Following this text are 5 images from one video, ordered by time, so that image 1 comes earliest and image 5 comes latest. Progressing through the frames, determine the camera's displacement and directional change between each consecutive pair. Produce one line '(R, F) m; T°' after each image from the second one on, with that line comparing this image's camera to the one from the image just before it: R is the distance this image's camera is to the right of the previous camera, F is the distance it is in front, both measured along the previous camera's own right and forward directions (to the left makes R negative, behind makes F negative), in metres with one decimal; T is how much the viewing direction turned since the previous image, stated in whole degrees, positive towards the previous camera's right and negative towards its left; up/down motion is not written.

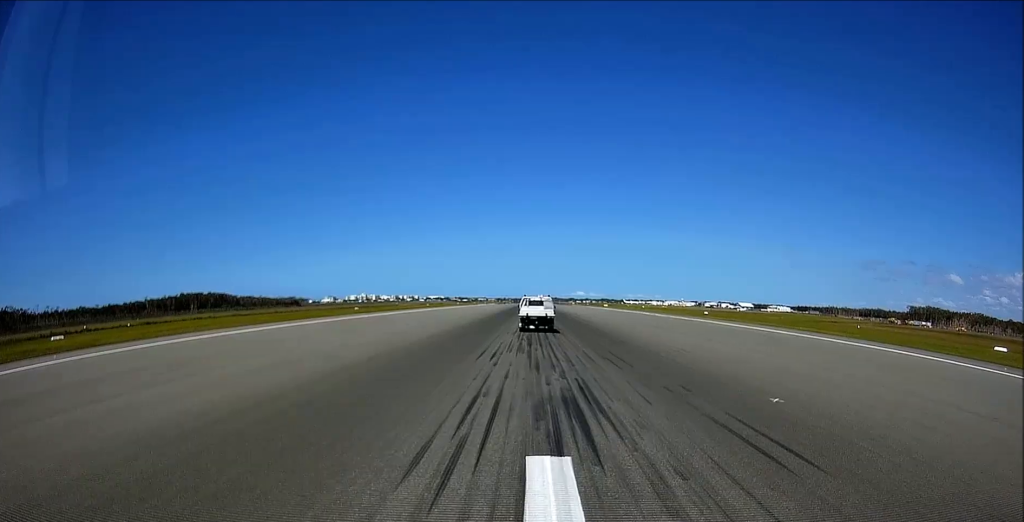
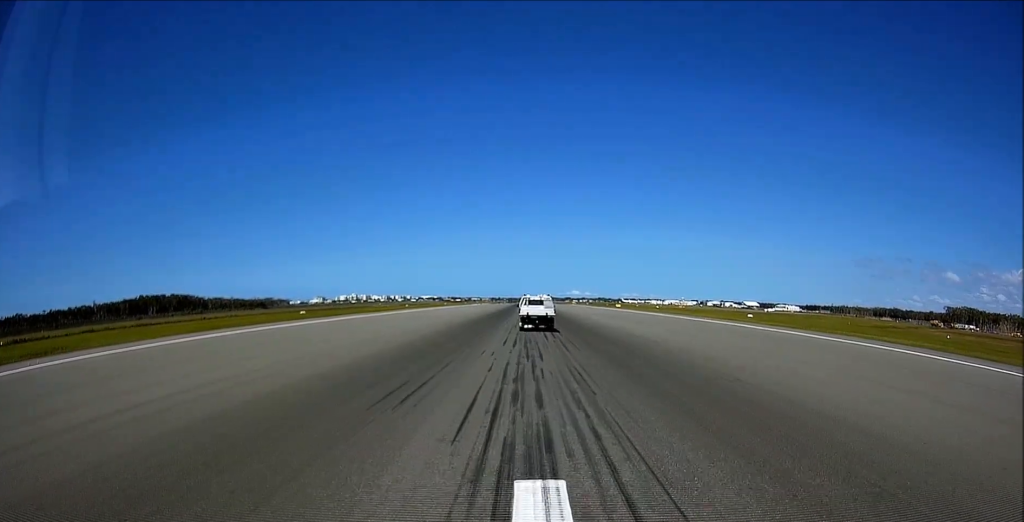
(+1.9, +62.1) m; +1°
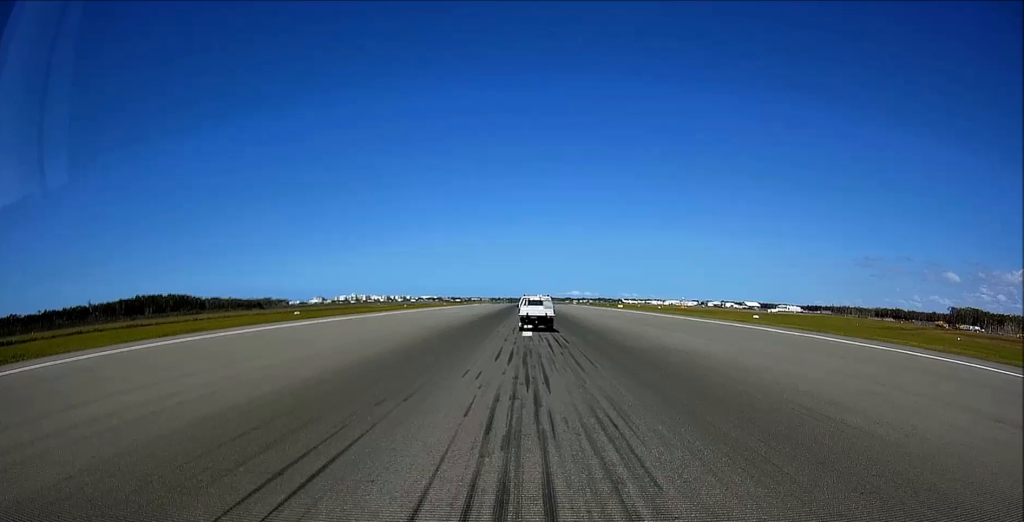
(-0.1, +5.0) m; -1°
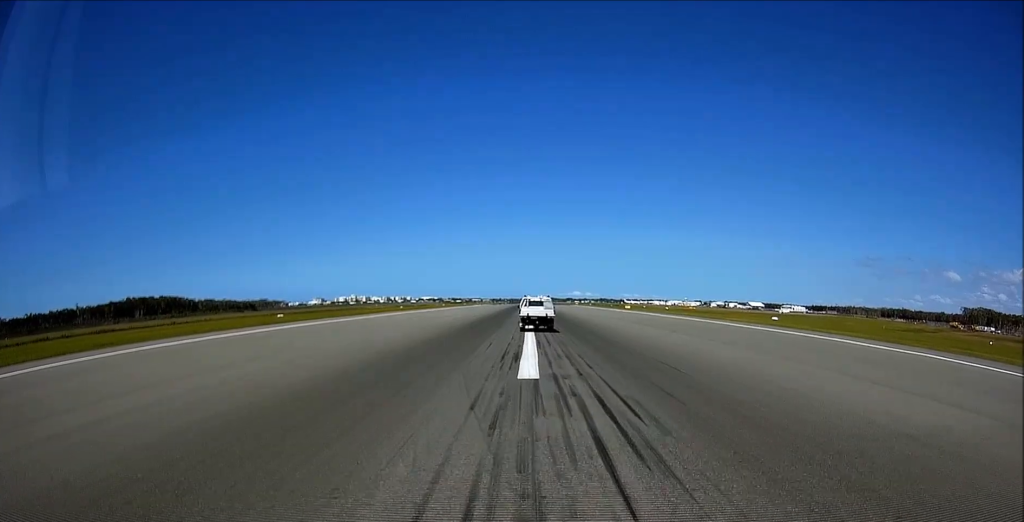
(-0.3, +14.3) m; -1°
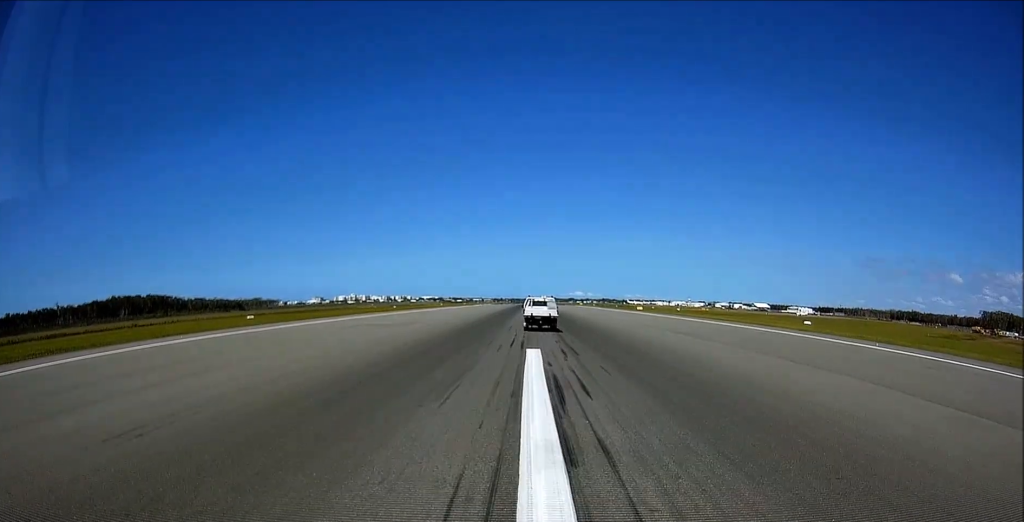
(+0.5, +21.9) m; +2°
